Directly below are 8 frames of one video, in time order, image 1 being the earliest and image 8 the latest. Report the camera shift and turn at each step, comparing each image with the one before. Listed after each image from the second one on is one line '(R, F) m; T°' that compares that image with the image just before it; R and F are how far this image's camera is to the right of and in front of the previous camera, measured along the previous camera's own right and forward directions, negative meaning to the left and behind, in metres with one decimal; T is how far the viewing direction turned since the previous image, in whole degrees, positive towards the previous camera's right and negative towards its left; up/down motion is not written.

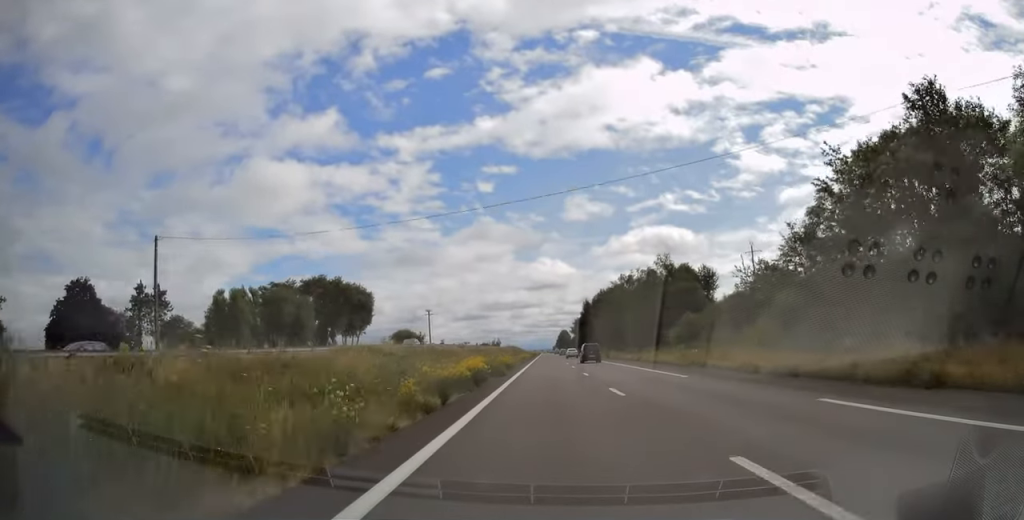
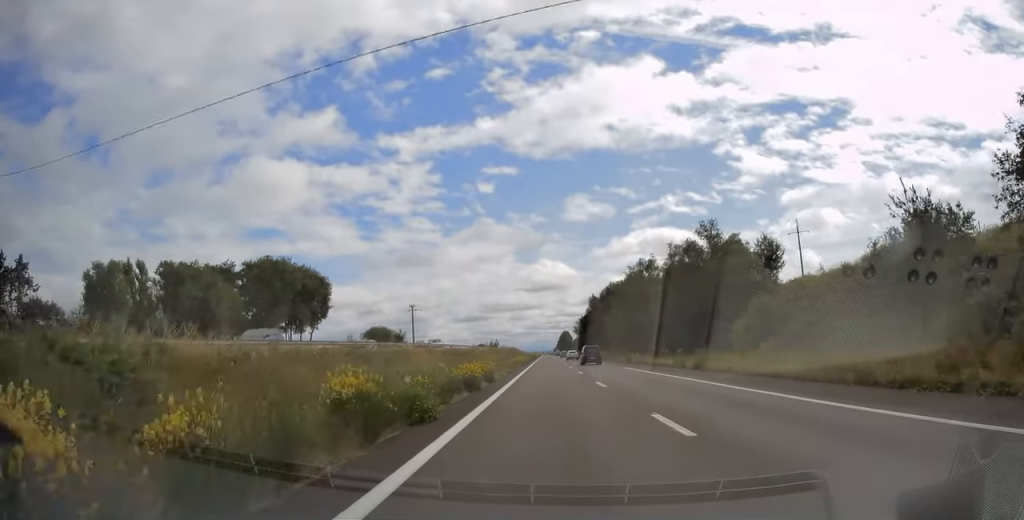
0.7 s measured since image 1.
(-0.4, +20.6) m; 0°
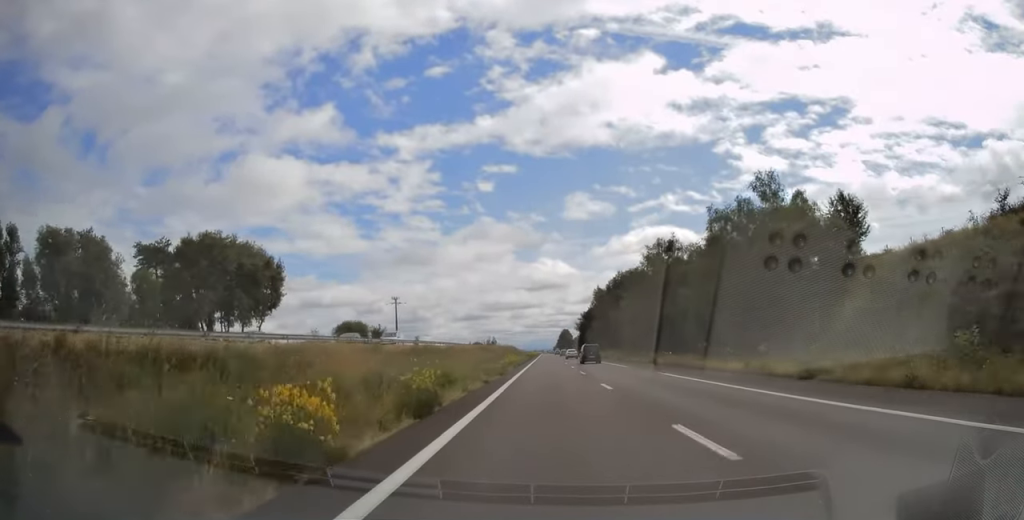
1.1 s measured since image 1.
(-0.4, +14.9) m; 0°
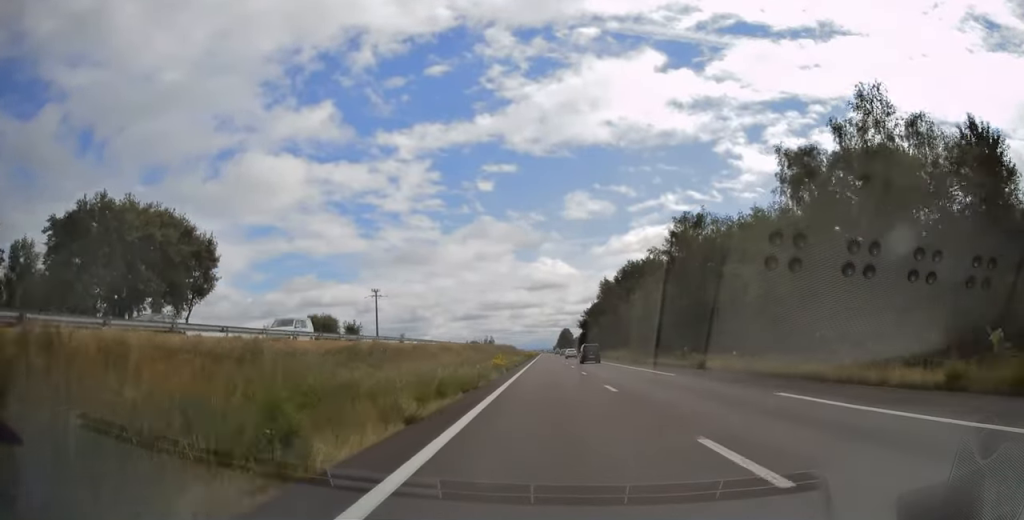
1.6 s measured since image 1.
(+0.4, +14.4) m; 0°
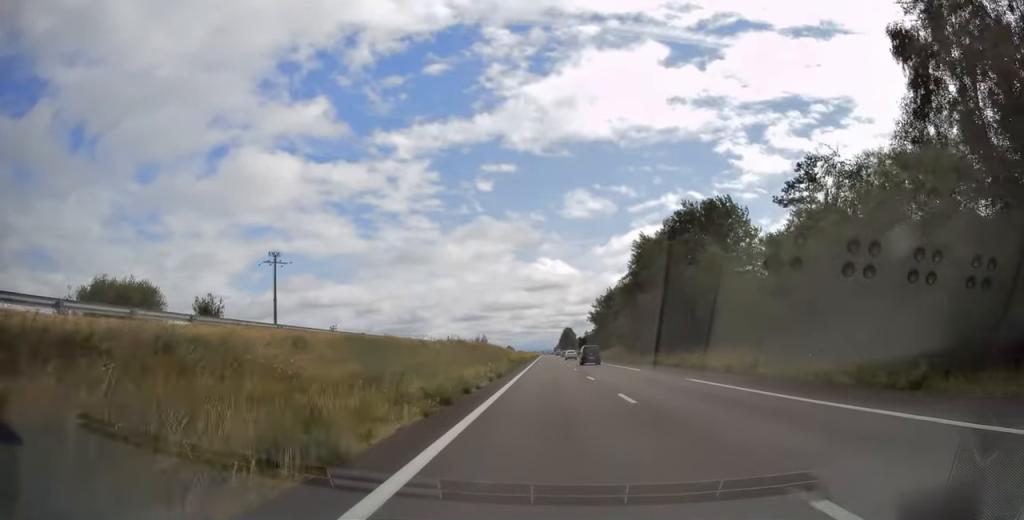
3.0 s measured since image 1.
(+0.2, +42.2) m; 0°
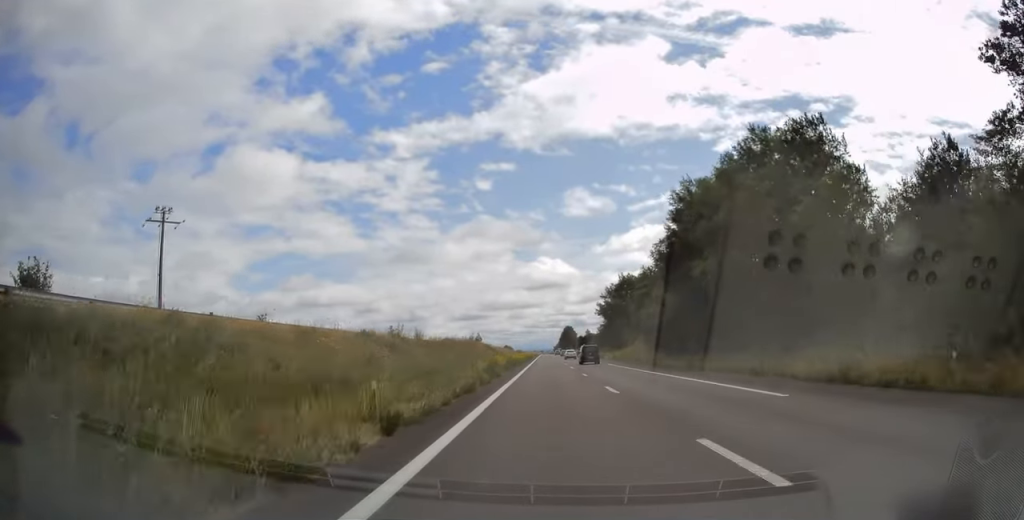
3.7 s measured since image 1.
(0.0, +22.2) m; 0°
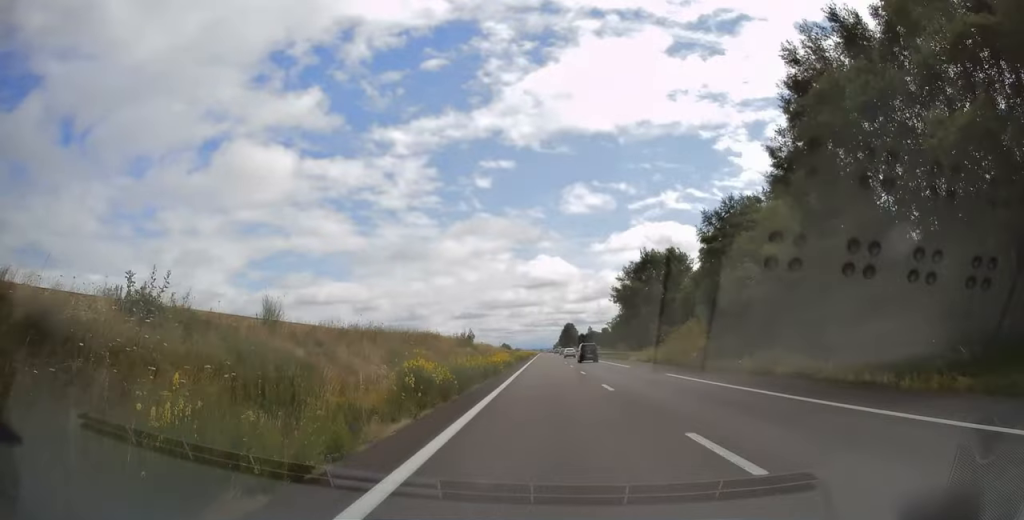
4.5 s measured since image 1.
(0.0, +25.3) m; 0°
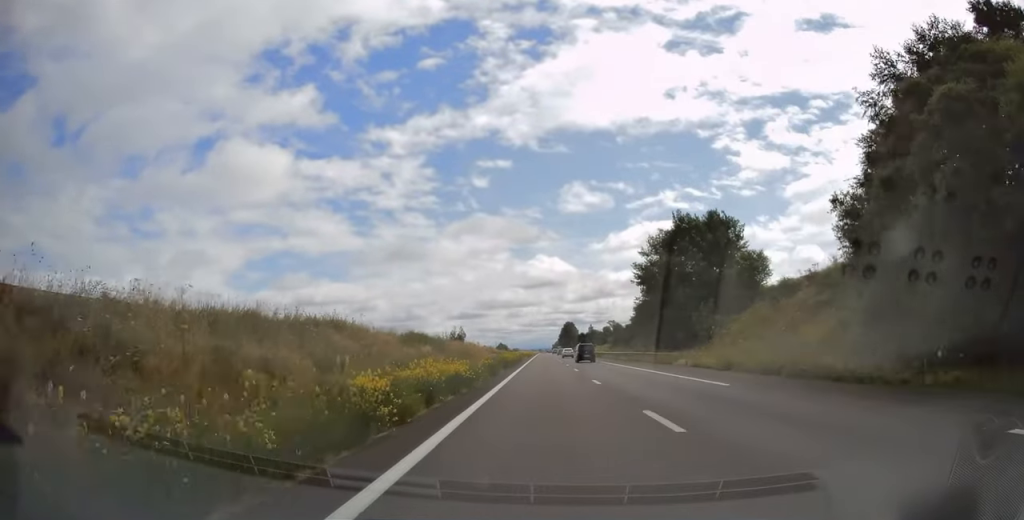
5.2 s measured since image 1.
(0.0, +22.8) m; 0°
